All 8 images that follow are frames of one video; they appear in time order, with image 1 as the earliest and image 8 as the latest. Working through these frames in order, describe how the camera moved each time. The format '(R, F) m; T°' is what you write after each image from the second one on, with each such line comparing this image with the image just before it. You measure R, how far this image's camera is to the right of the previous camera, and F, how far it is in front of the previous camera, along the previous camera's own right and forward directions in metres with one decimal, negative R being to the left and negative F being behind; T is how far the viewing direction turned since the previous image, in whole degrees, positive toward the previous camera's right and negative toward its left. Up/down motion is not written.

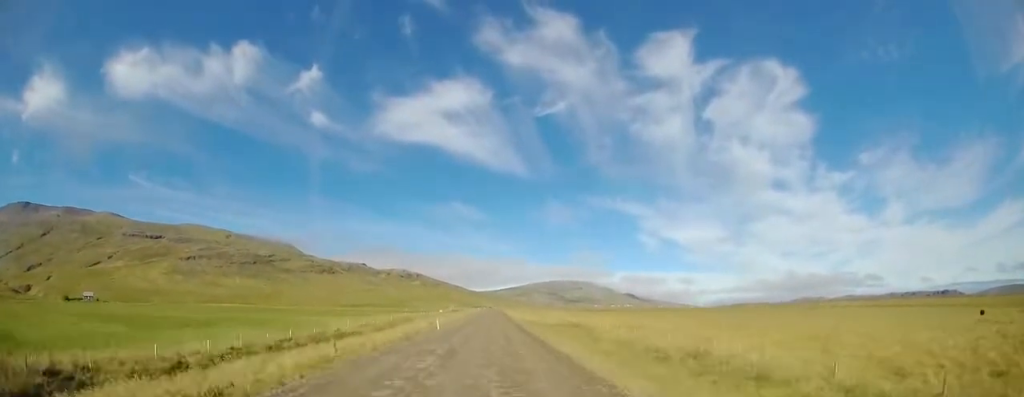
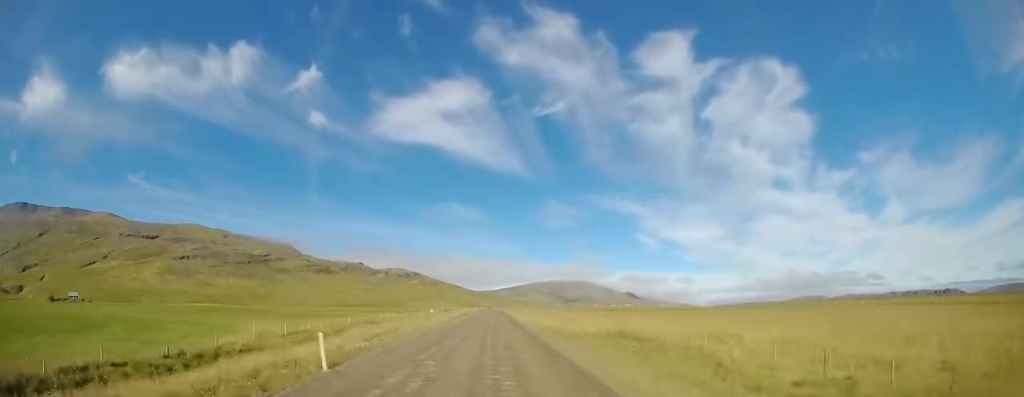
(+0.3, +18.4) m; 0°
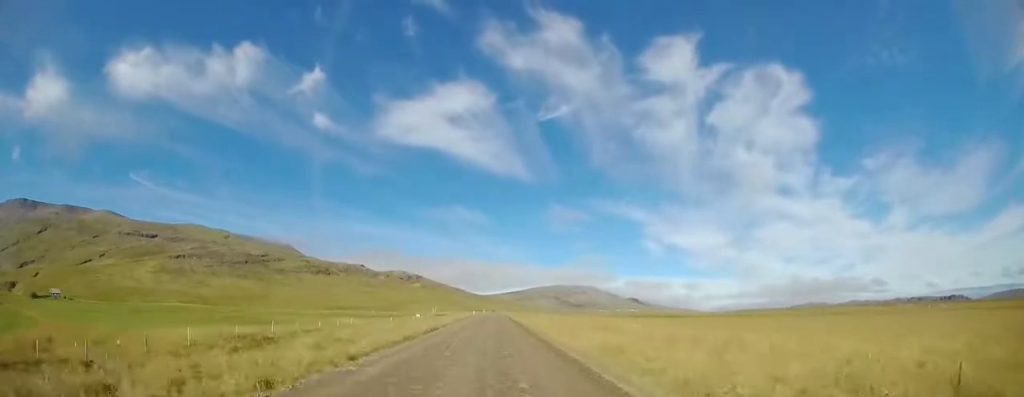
(-0.6, +26.4) m; -2°
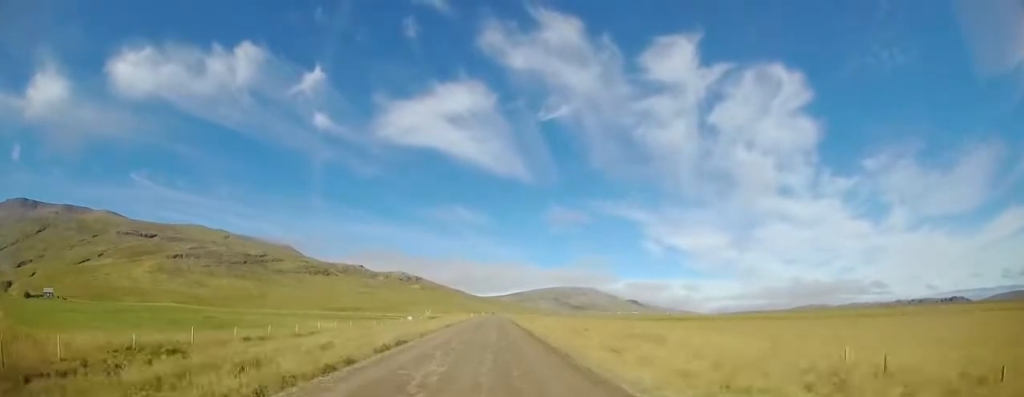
(0.0, +8.9) m; 0°
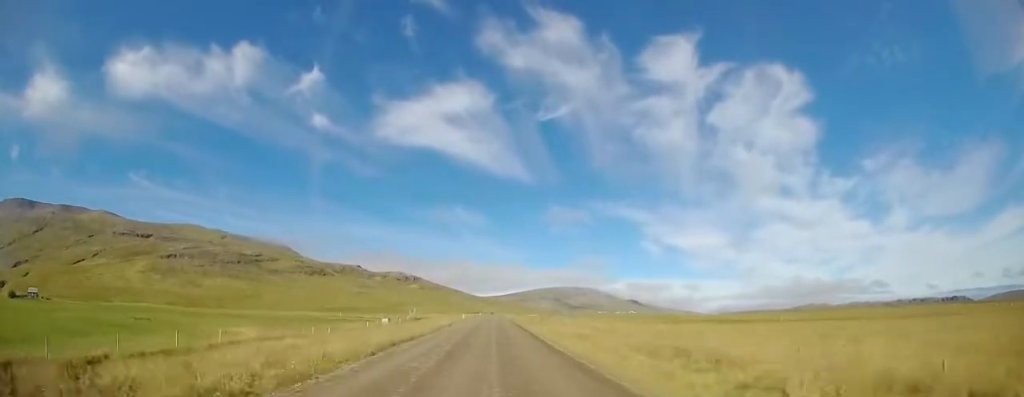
(+0.1, +18.3) m; 0°
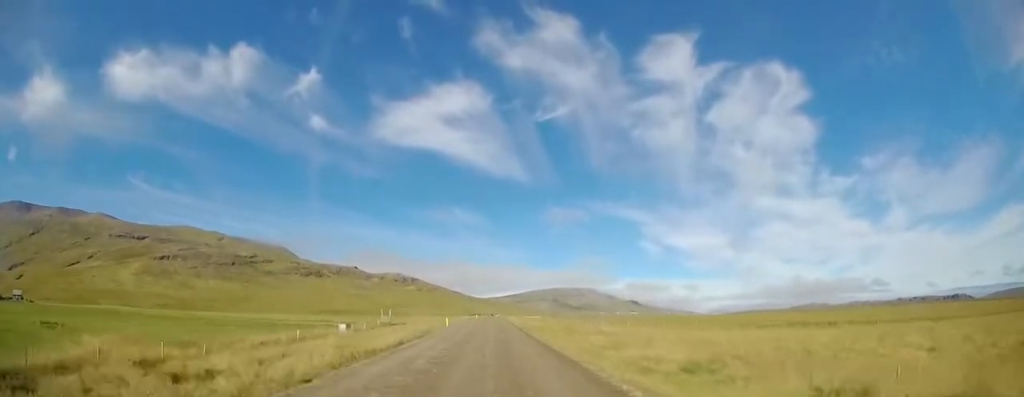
(0.0, +18.2) m; 0°
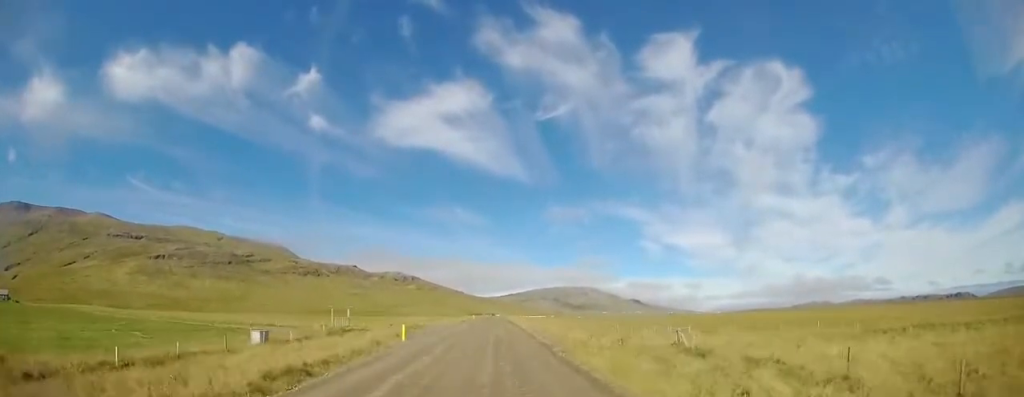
(-0.1, +18.5) m; 0°
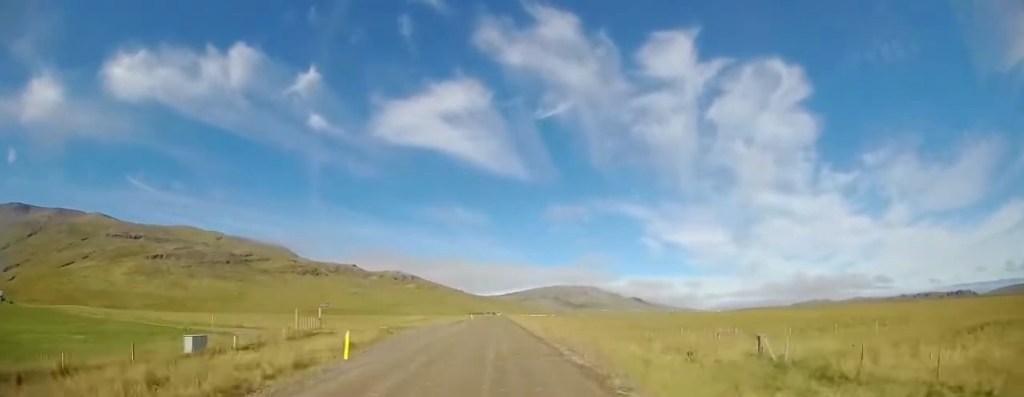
(0.0, +7.5) m; 0°
